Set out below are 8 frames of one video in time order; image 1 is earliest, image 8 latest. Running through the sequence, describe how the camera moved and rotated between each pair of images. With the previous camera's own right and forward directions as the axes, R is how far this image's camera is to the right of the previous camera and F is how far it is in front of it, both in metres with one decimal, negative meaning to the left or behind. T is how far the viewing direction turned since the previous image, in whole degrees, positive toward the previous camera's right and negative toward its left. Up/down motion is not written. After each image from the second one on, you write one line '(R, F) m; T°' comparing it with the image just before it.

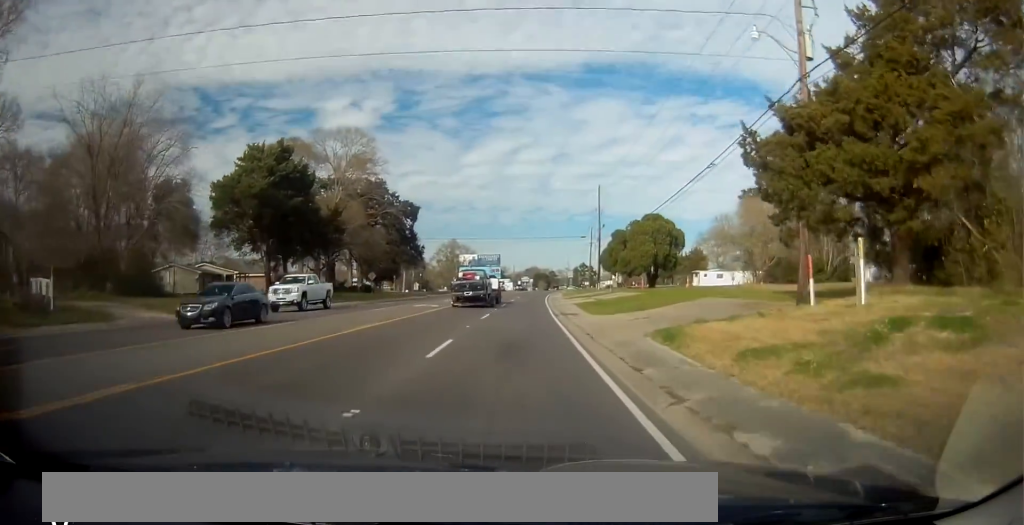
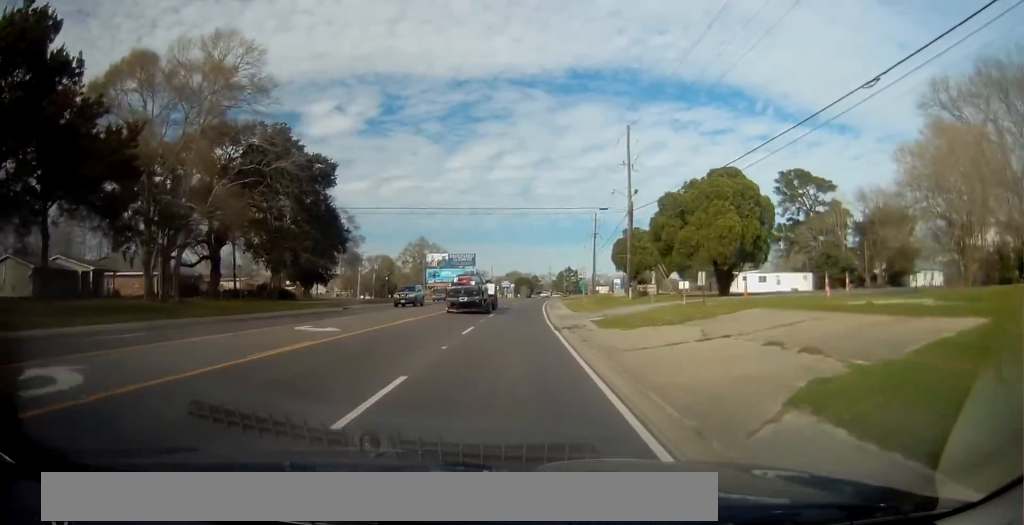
(+0.1, +30.1) m; +3°
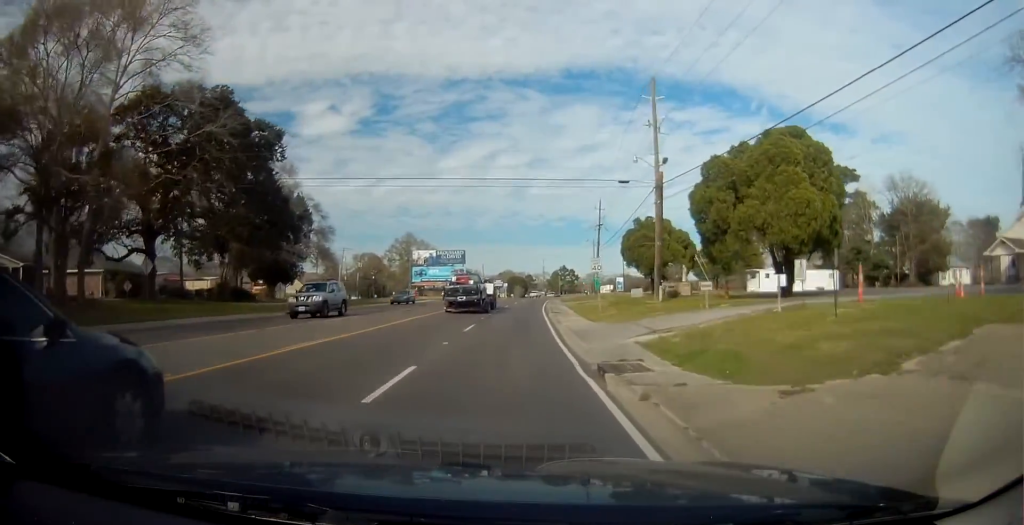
(+0.5, +10.8) m; 0°
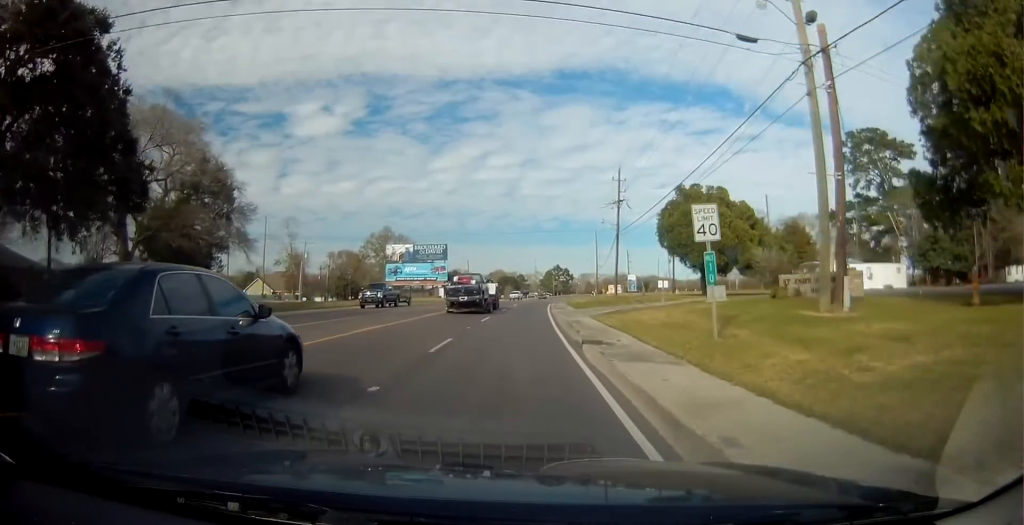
(-0.3, +19.5) m; 0°
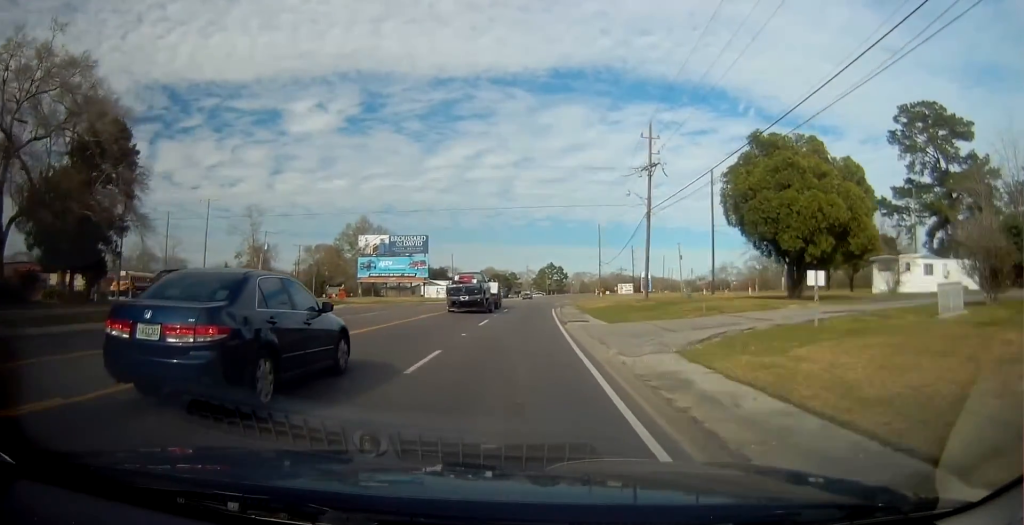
(+0.2, +15.4) m; +1°
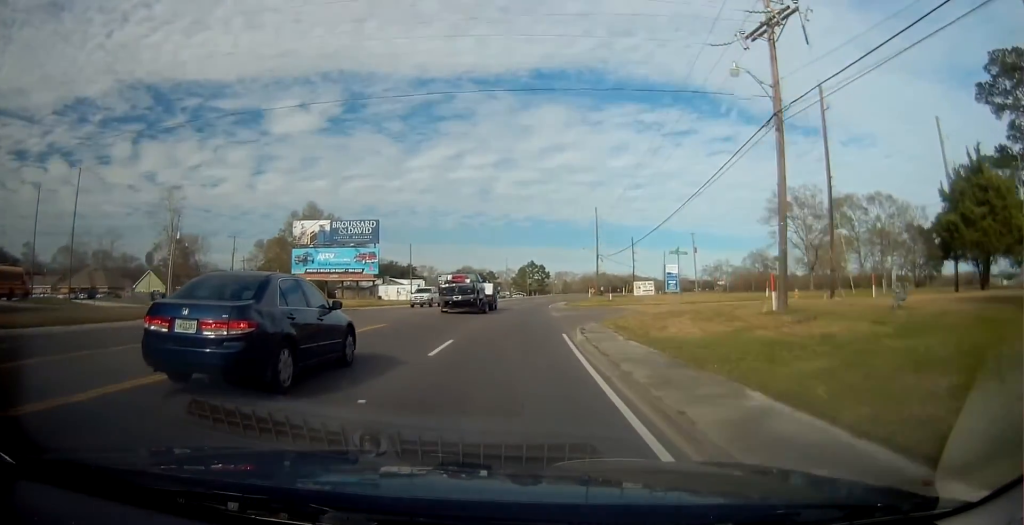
(+0.4, +22.3) m; +3°
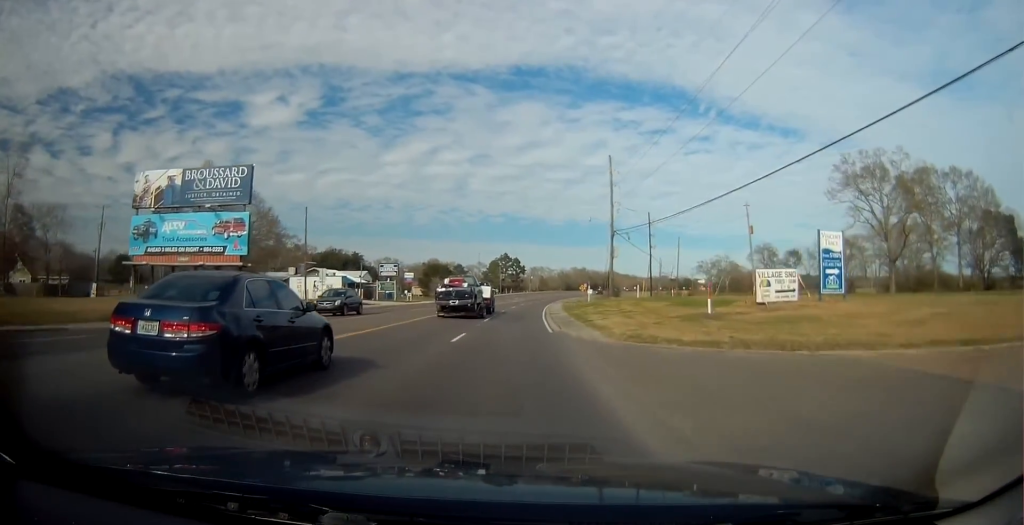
(+0.5, +32.7) m; +1°
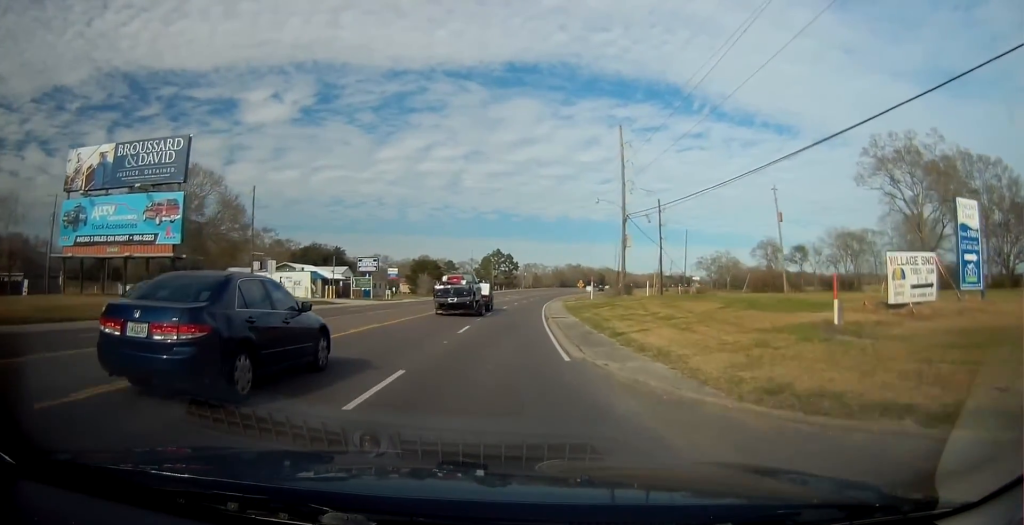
(-0.4, +9.1) m; 0°
